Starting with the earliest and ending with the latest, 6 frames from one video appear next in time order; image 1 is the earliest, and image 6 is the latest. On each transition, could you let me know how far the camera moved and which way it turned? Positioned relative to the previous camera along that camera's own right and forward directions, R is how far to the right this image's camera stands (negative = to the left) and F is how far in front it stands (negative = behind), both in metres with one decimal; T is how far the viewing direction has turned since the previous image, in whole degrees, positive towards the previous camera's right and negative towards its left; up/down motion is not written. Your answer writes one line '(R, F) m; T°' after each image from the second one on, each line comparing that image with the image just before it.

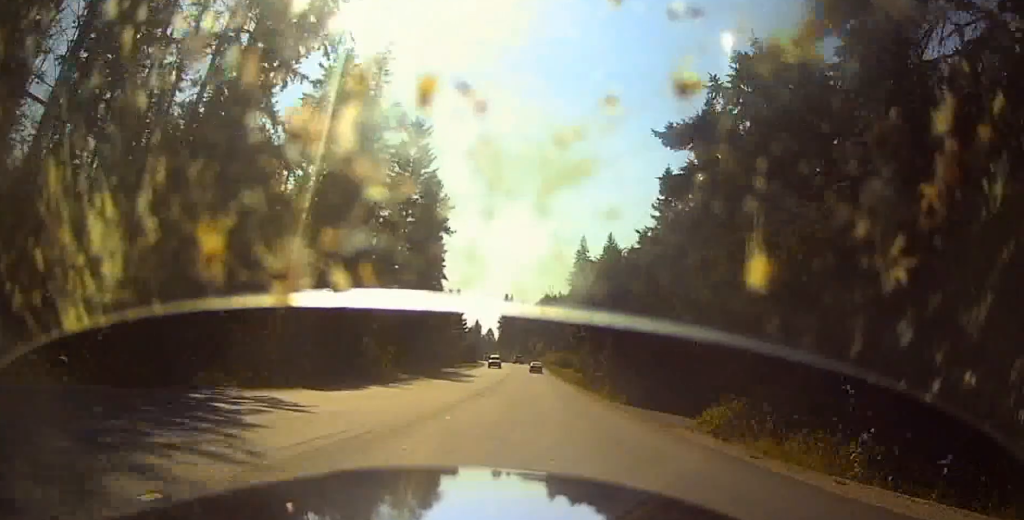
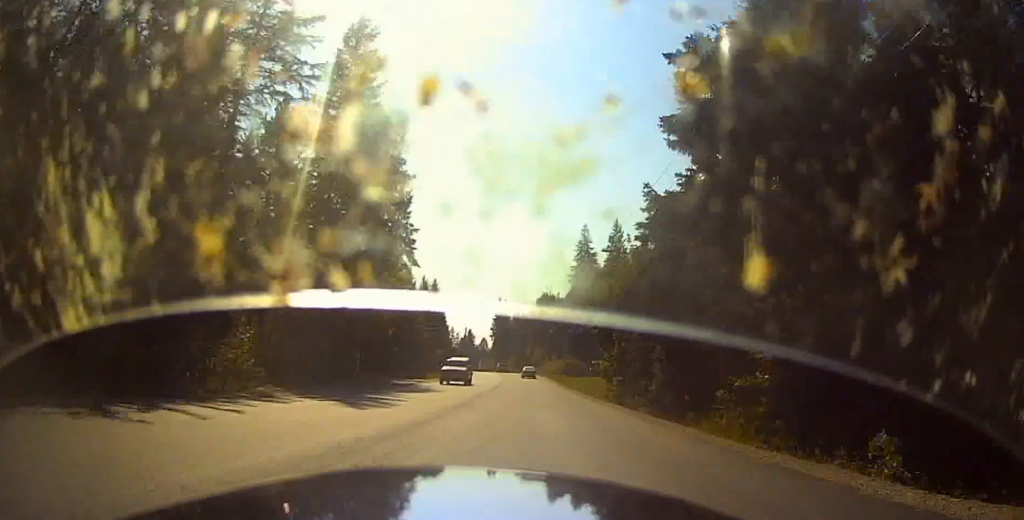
(+0.6, +27.5) m; +2°
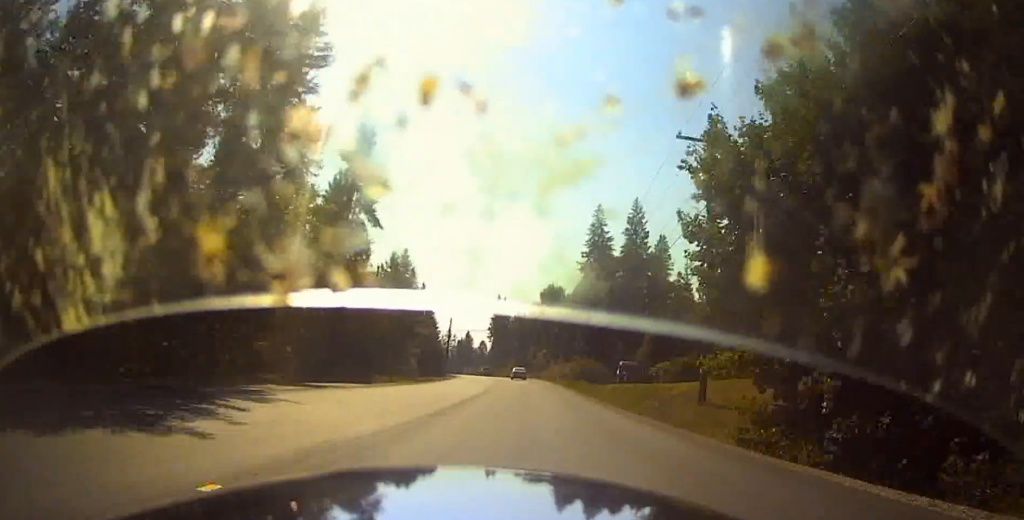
(0.0, +27.3) m; -1°
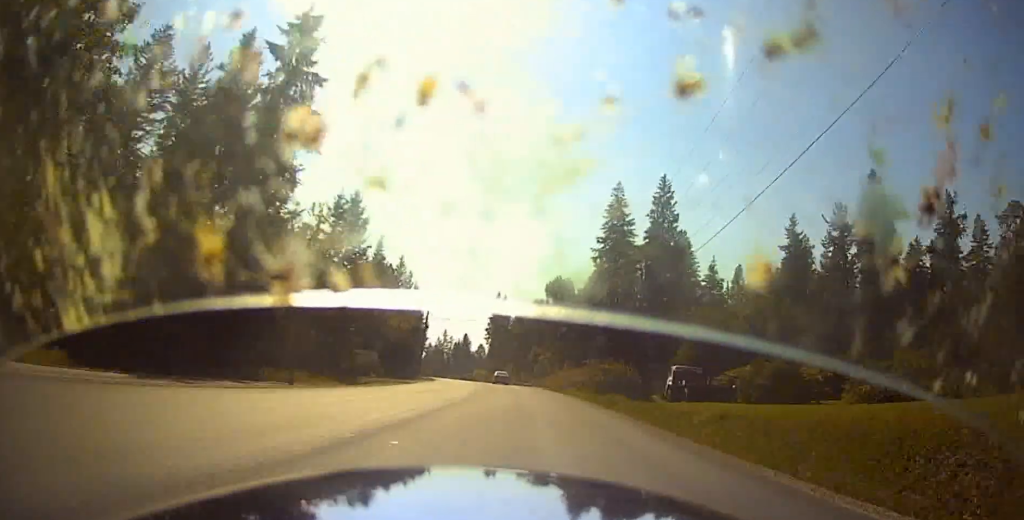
(-0.3, +23.9) m; -1°
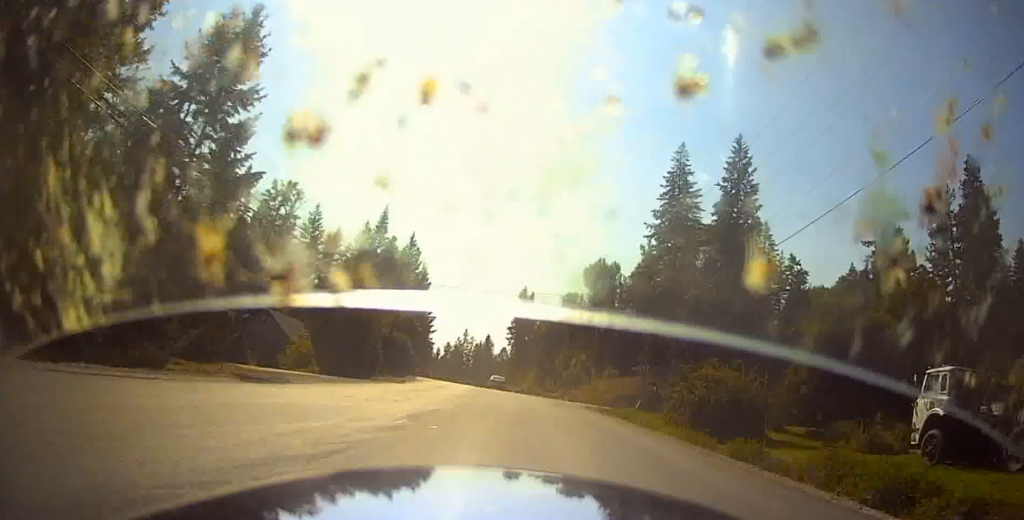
(-0.3, +27.3) m; -2°
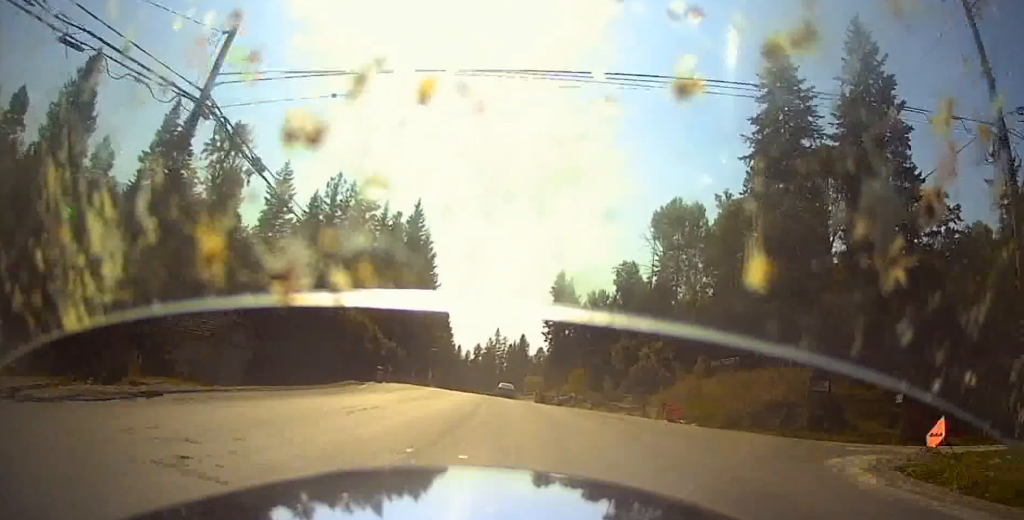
(-0.9, +32.3) m; -3°
